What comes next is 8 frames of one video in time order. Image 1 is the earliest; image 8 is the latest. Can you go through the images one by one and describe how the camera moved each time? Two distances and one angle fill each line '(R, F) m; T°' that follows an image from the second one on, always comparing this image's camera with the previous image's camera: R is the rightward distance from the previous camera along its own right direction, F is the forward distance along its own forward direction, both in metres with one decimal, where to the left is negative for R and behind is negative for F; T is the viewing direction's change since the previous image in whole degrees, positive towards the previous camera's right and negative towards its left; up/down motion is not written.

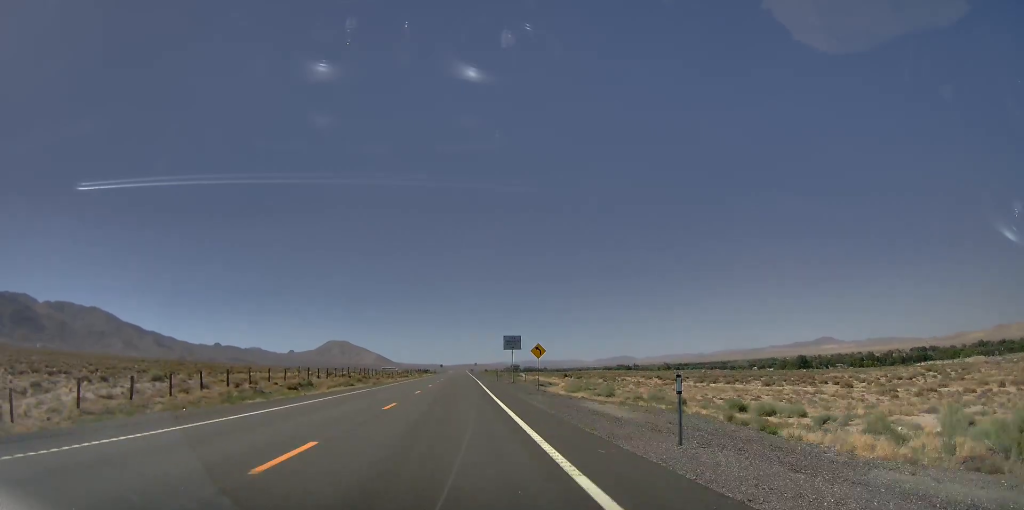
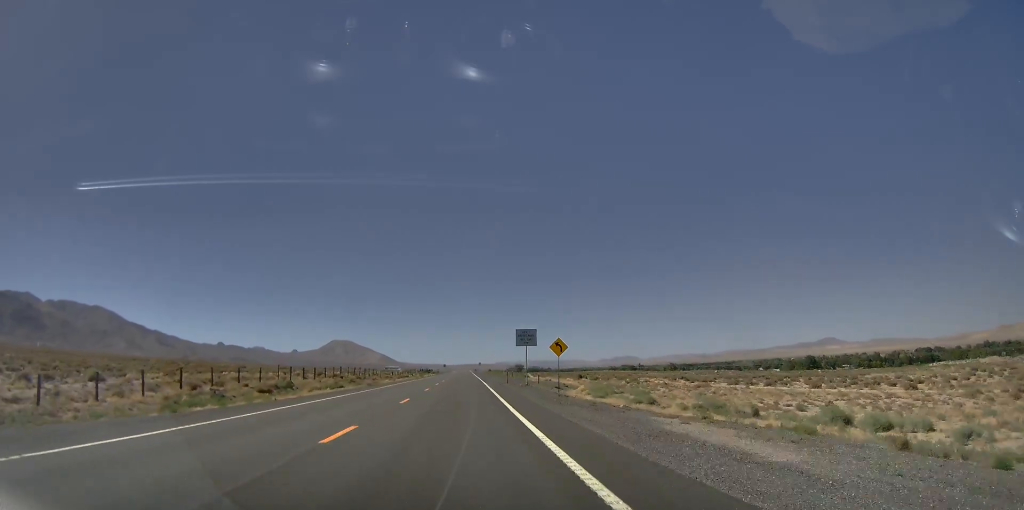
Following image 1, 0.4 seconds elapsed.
(+0.1, +8.8) m; 0°
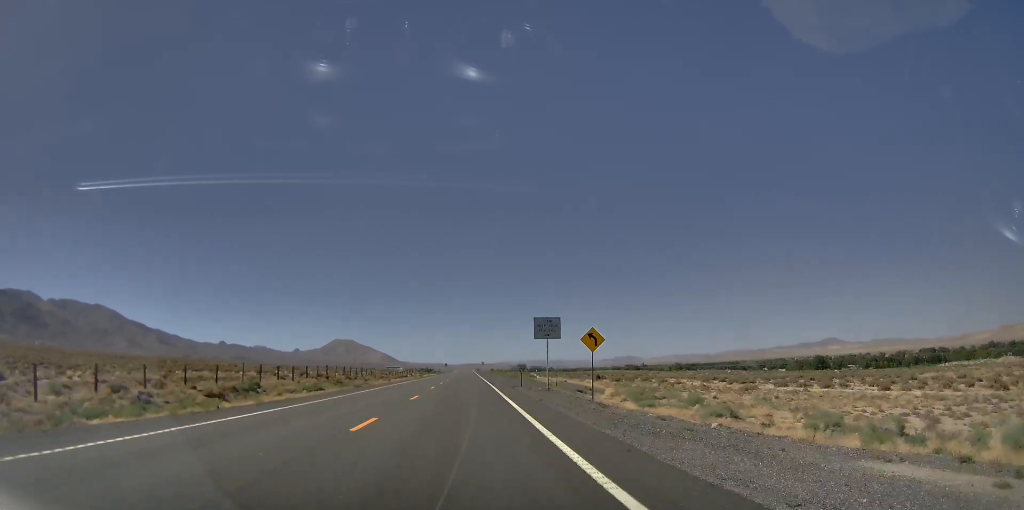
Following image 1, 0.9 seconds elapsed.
(-0.1, +10.1) m; 0°
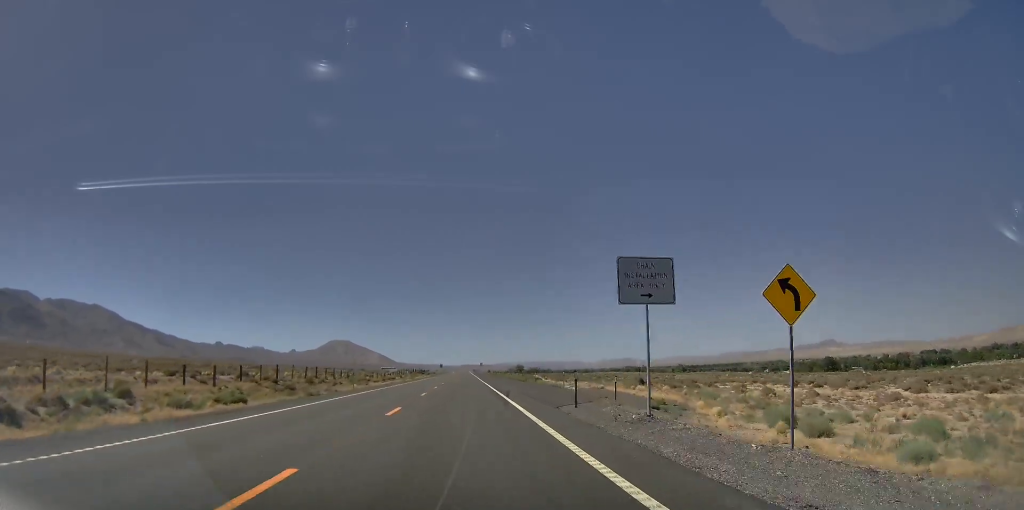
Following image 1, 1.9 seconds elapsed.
(-0.1, +19.5) m; 0°
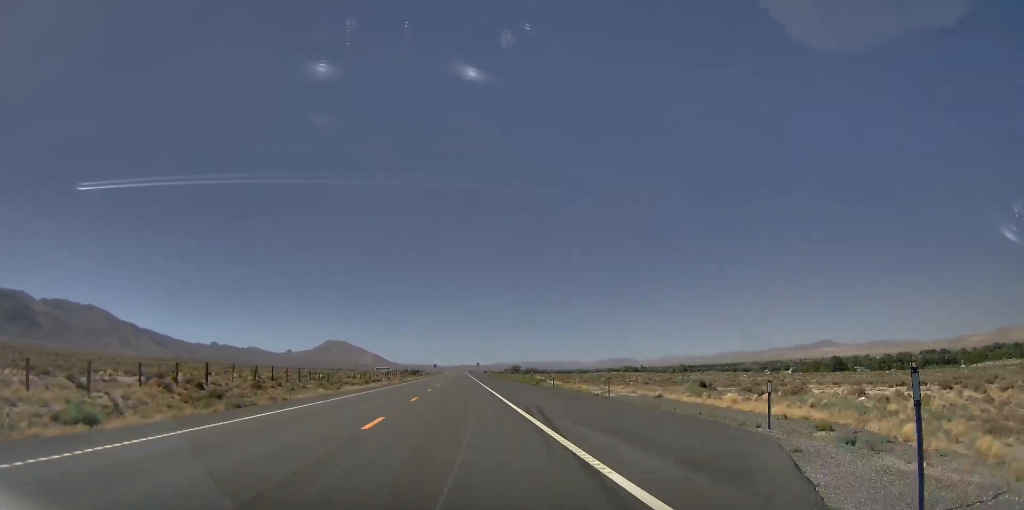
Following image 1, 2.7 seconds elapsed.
(+0.1, +15.4) m; 0°
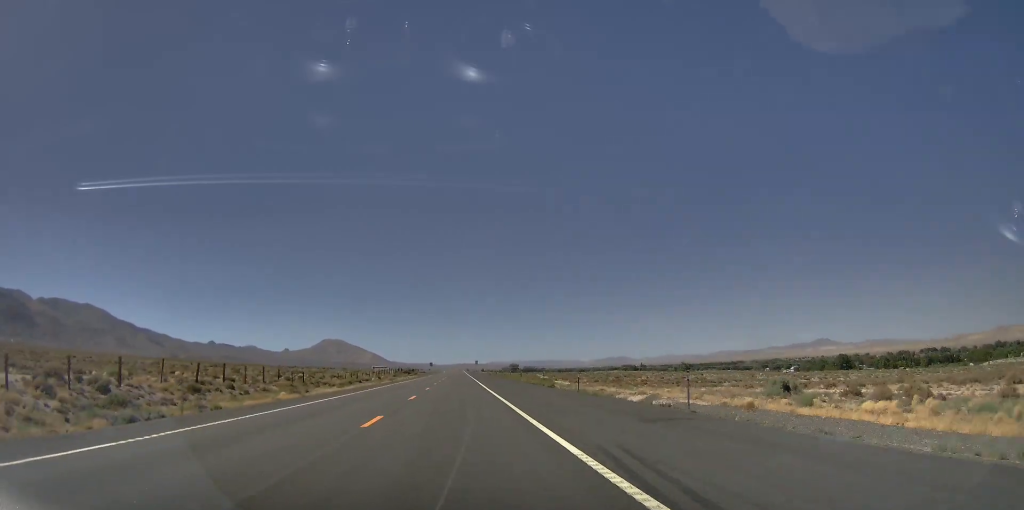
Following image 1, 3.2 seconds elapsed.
(+0.2, +11.4) m; 0°
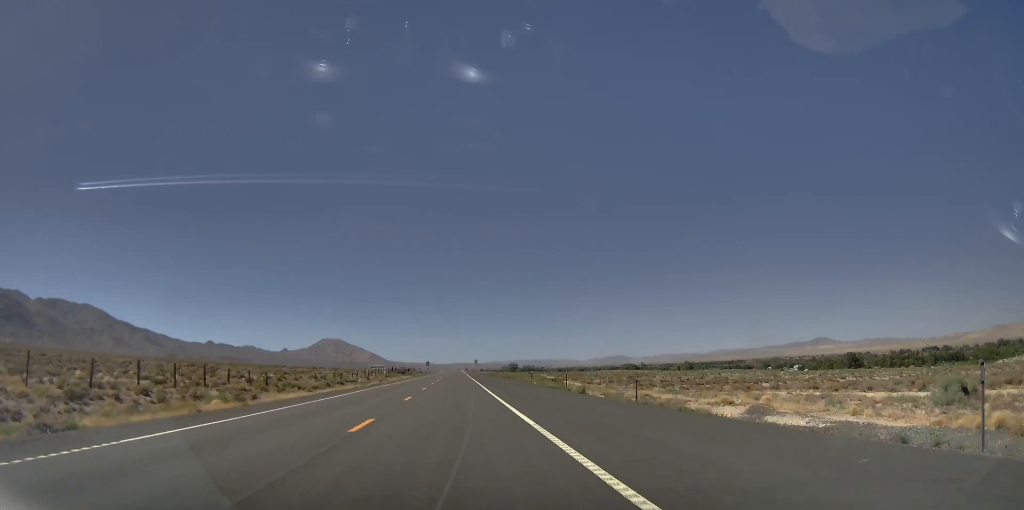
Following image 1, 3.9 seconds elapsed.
(-0.2, +12.6) m; -1°
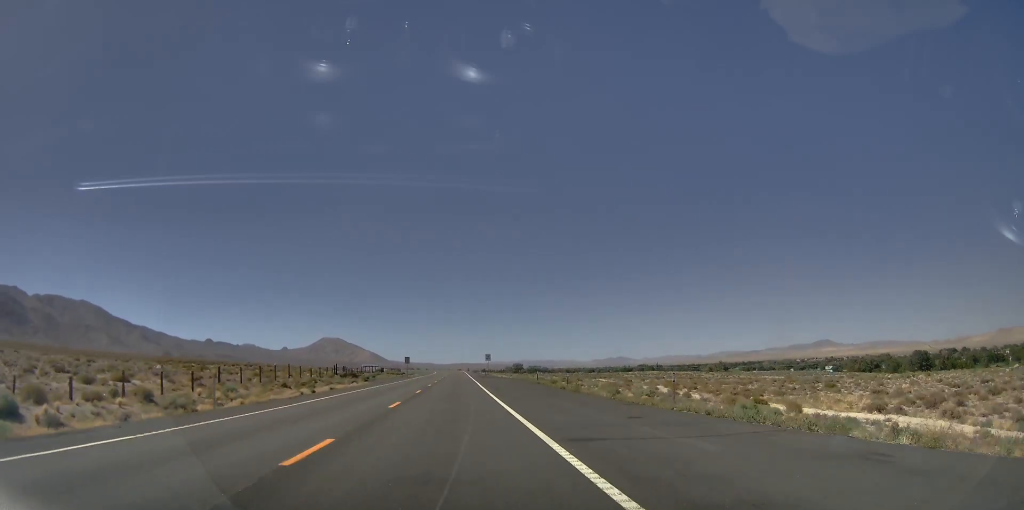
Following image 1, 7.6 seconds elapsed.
(+0.2, +71.2) m; -1°
